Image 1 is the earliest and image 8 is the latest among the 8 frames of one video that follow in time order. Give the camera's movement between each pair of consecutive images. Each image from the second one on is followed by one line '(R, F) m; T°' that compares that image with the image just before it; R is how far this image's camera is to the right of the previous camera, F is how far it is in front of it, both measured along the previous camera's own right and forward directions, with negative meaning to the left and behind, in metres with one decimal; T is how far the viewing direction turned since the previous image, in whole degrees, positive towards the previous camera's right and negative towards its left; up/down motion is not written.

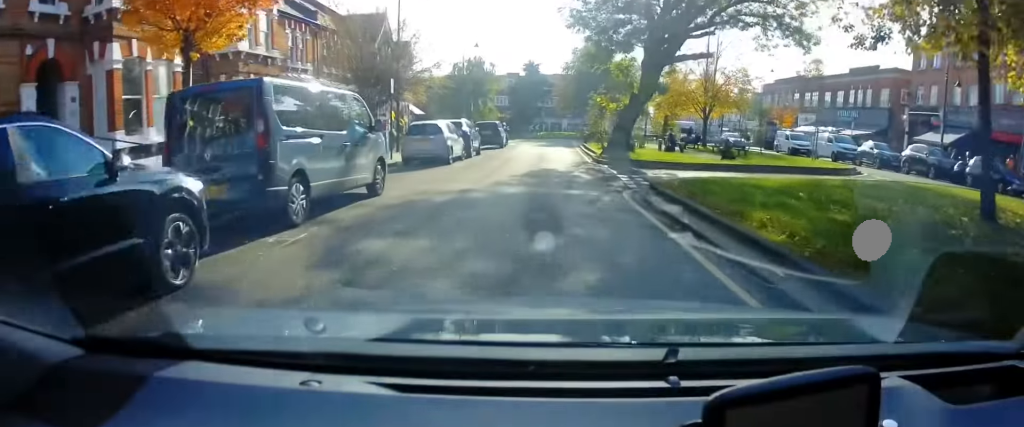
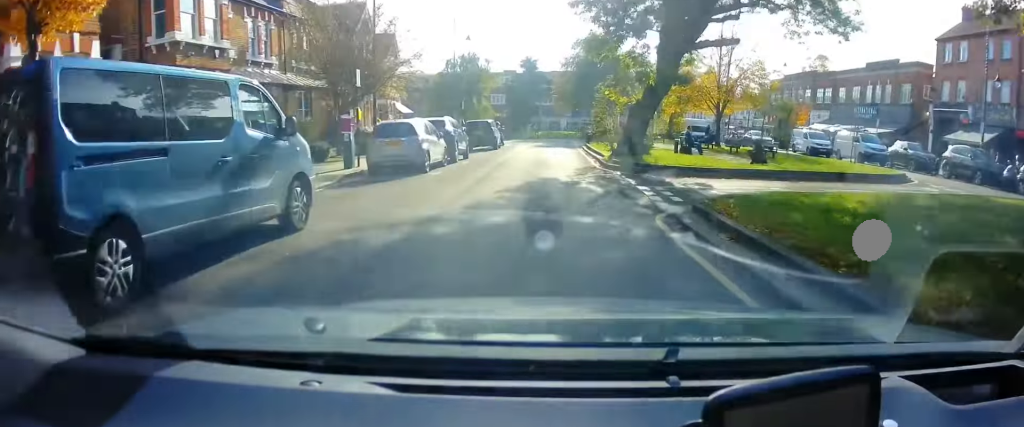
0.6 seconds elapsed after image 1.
(-0.1, +3.9) m; +1°
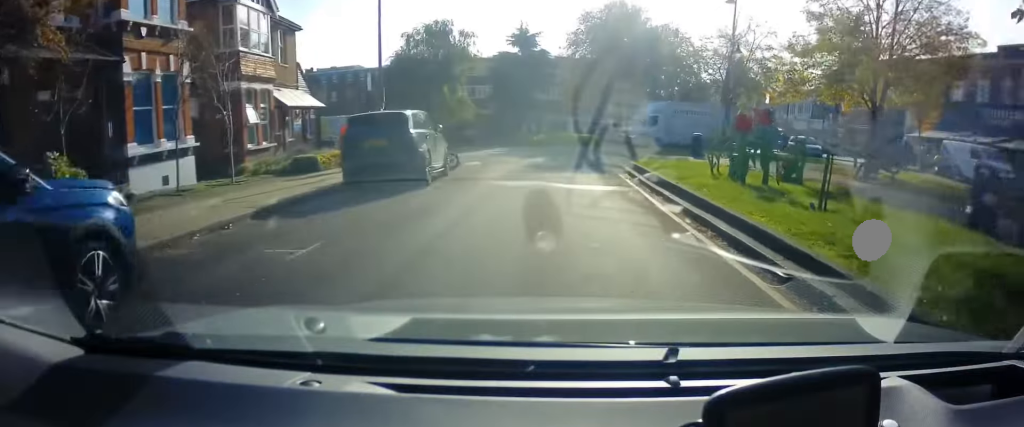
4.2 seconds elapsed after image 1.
(+0.5, +19.5) m; 0°
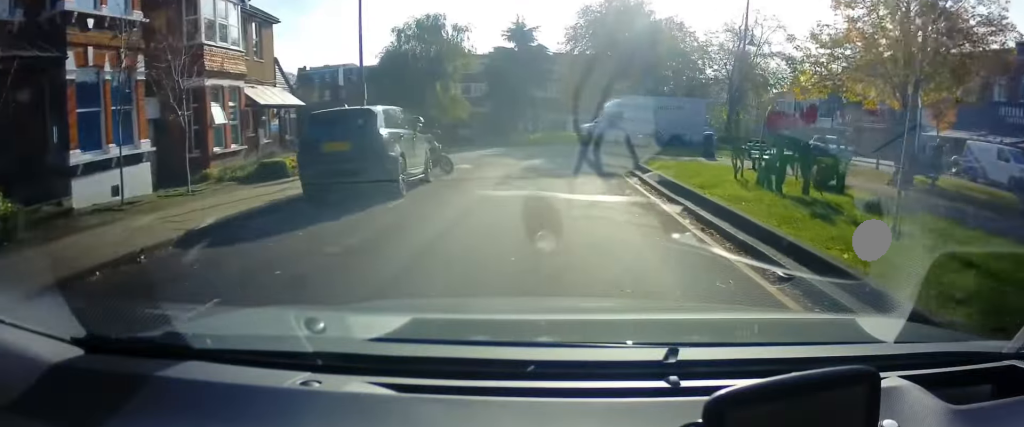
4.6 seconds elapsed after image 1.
(0.0, +2.1) m; 0°
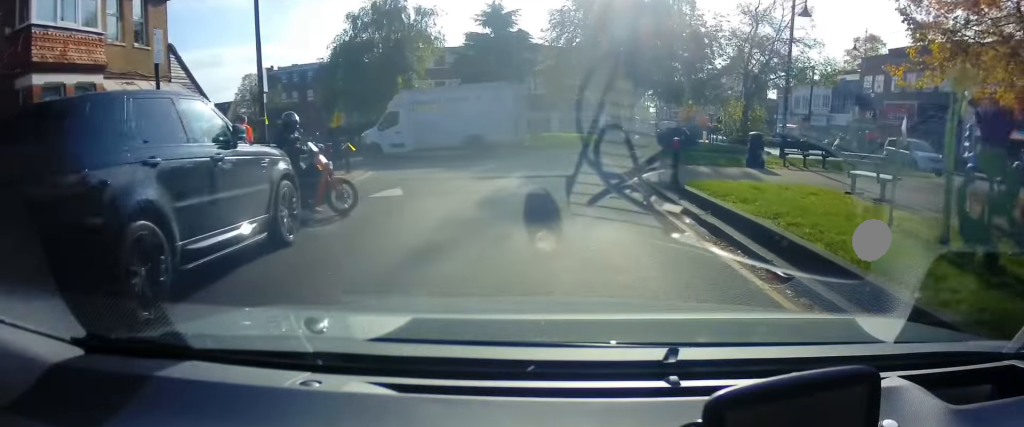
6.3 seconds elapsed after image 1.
(0.0, +6.9) m; 0°
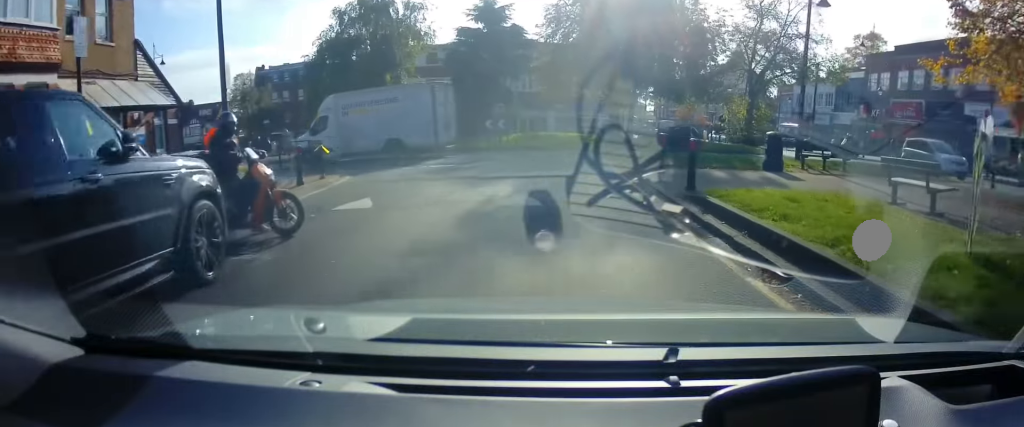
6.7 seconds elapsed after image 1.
(0.0, +1.7) m; 0°
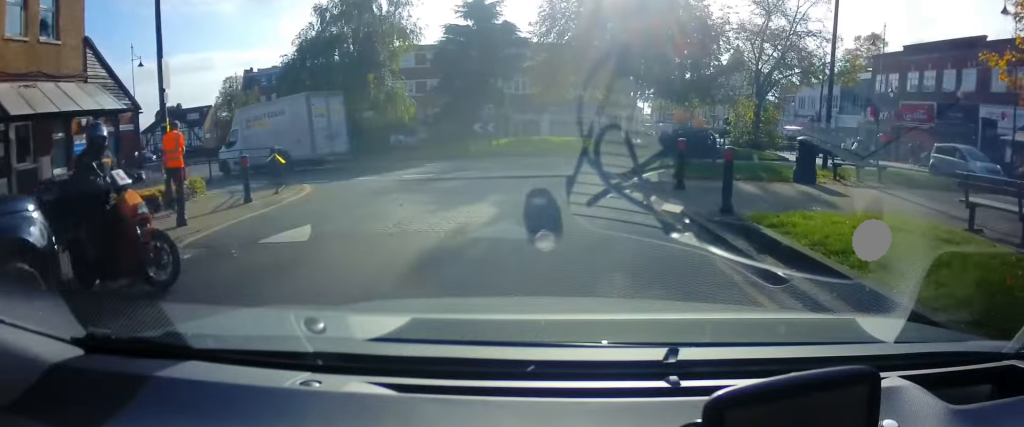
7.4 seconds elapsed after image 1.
(0.0, +2.4) m; 0°
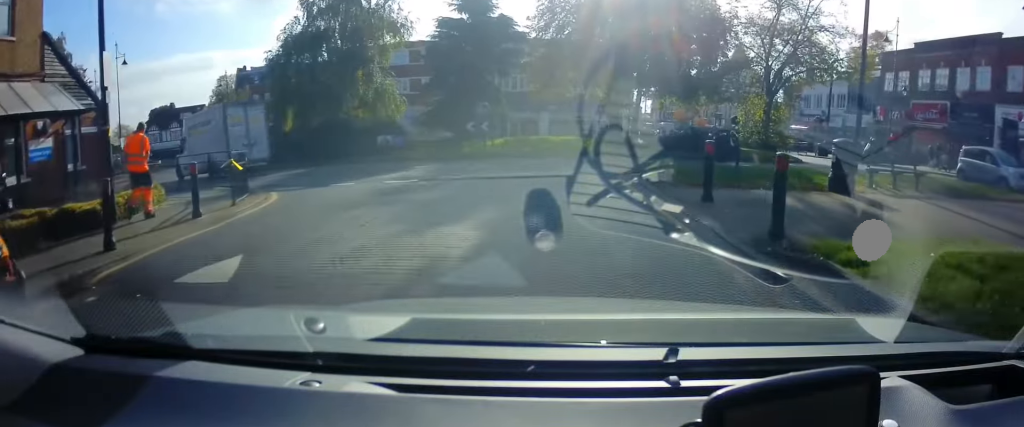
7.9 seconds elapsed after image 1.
(0.0, +2.0) m; 0°
